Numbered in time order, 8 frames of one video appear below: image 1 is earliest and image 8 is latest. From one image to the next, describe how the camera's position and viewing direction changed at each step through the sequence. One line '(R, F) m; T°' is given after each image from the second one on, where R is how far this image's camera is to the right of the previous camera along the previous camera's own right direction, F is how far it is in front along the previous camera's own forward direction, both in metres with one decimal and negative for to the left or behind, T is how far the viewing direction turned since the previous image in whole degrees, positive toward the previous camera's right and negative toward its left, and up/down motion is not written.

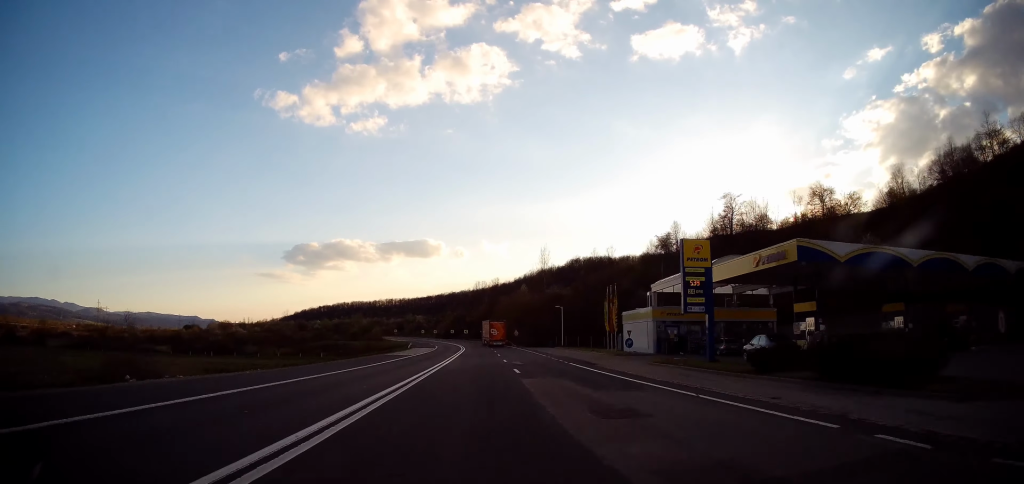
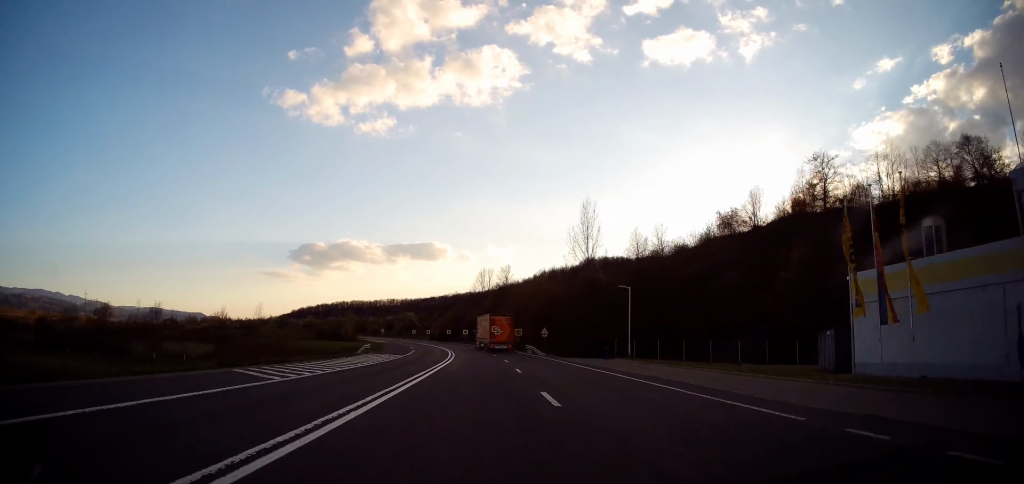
(+0.4, +35.5) m; 0°
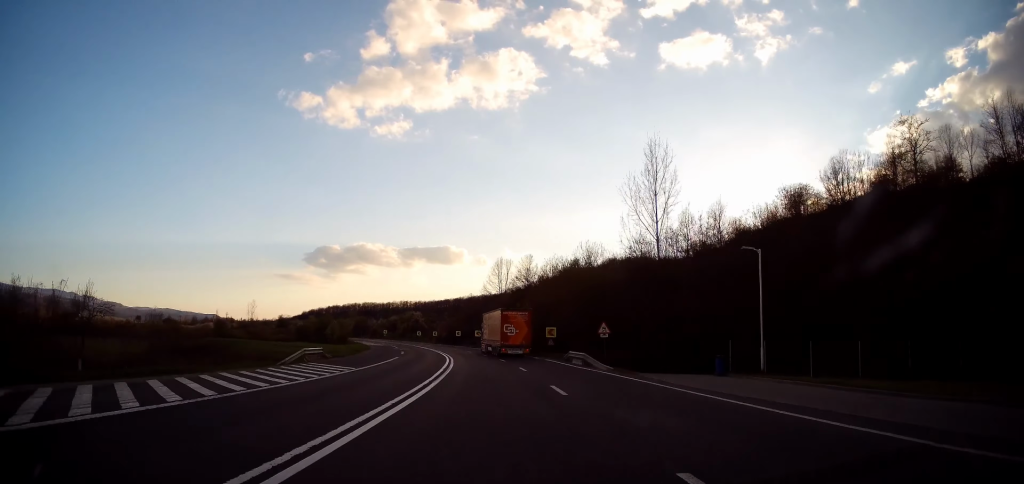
(0.0, +21.9) m; -1°
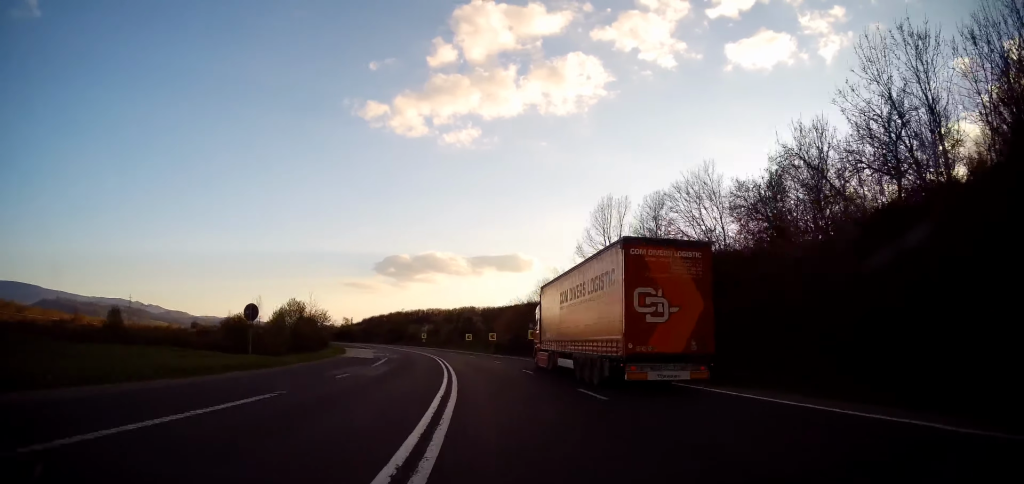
(-1.9, +48.1) m; -5°
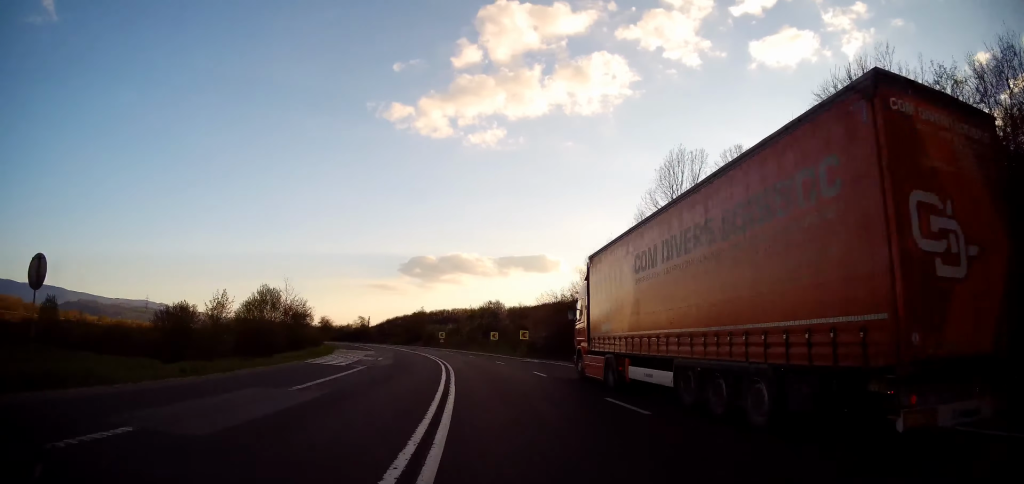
(0.0, +14.4) m; -2°
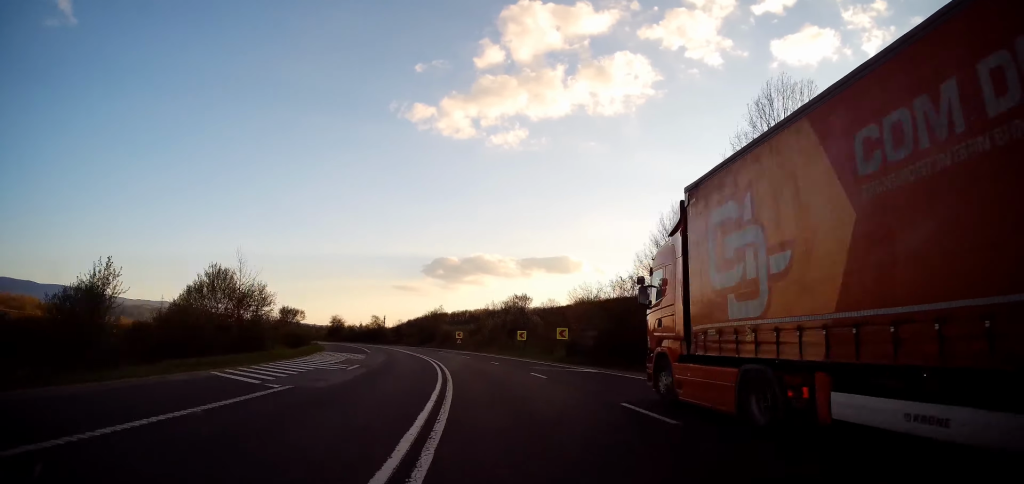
(-0.4, +12.6) m; -2°
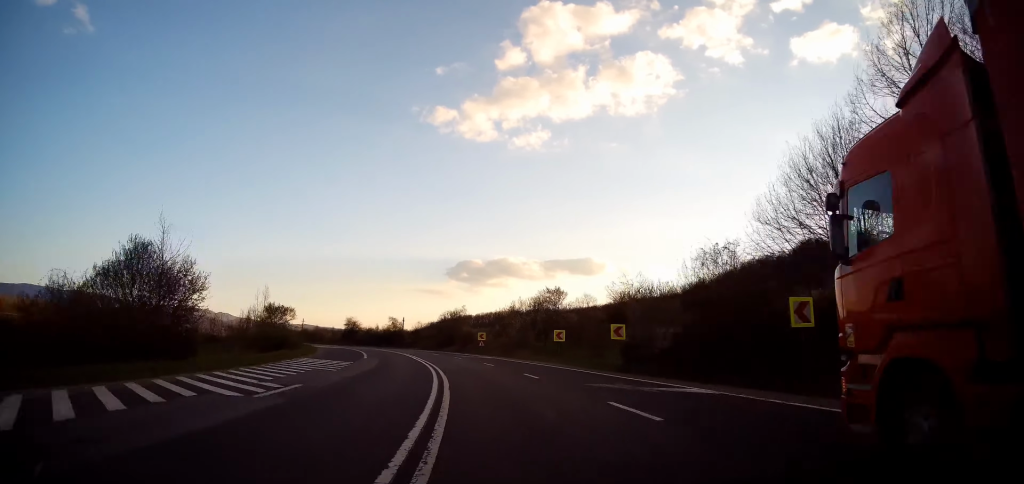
(0.0, +11.0) m; -2°
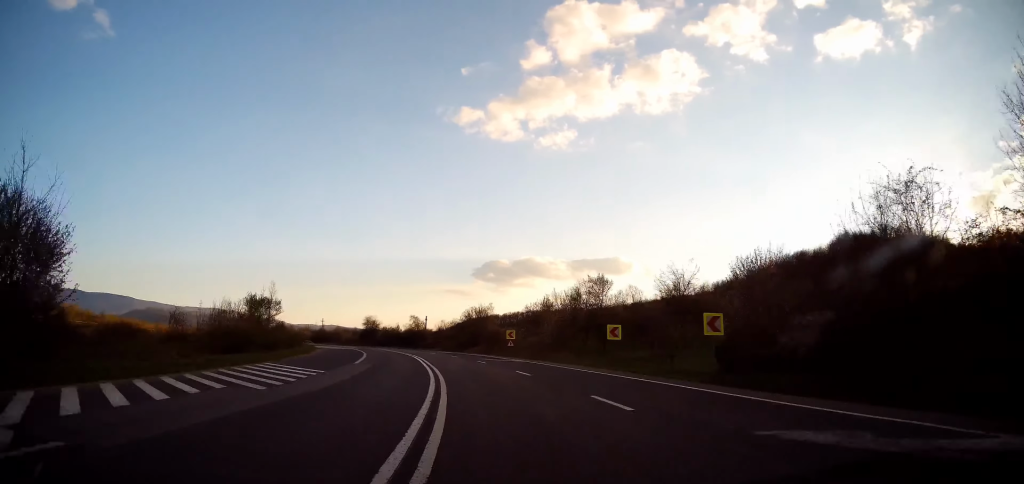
(-0.4, +10.2) m; -3°
